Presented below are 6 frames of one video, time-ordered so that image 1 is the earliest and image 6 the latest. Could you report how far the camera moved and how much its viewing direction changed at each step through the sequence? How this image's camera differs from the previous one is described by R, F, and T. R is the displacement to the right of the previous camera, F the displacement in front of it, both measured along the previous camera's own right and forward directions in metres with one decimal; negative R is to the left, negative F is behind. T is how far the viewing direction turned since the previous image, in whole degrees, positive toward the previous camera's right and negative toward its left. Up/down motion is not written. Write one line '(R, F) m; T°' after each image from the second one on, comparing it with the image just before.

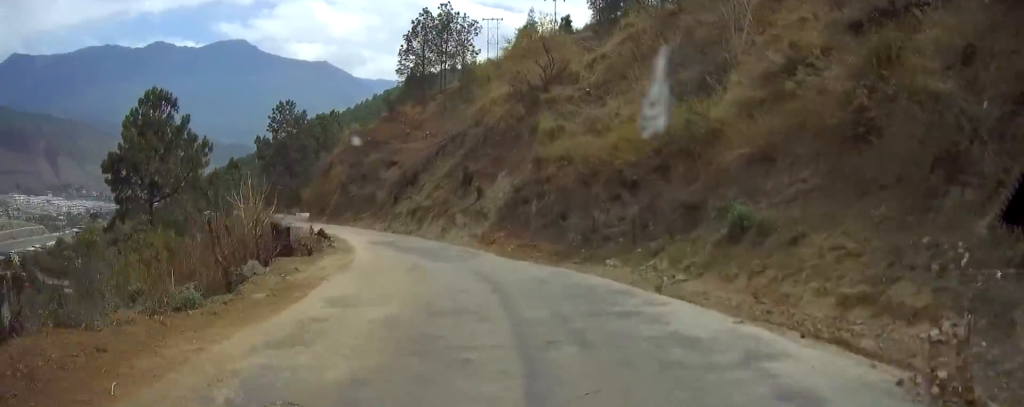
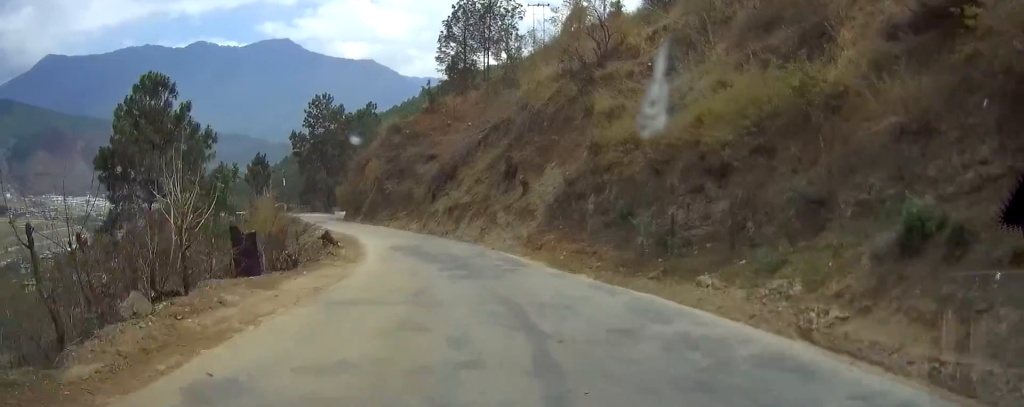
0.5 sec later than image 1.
(0.0, +6.9) m; 0°
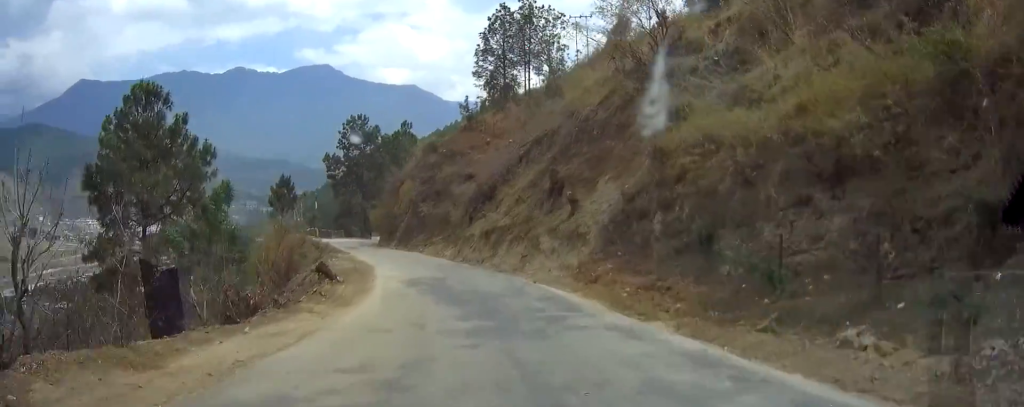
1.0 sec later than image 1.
(0.0, +6.0) m; 0°
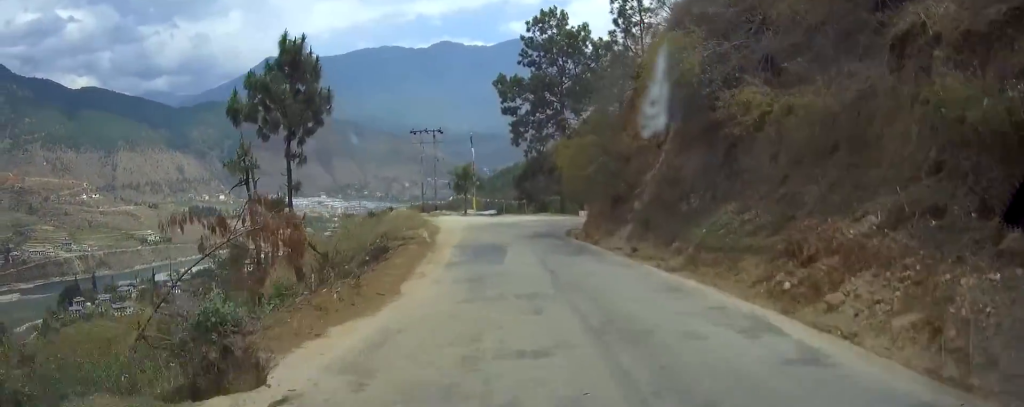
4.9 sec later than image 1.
(-3.6, +53.1) m; -15°
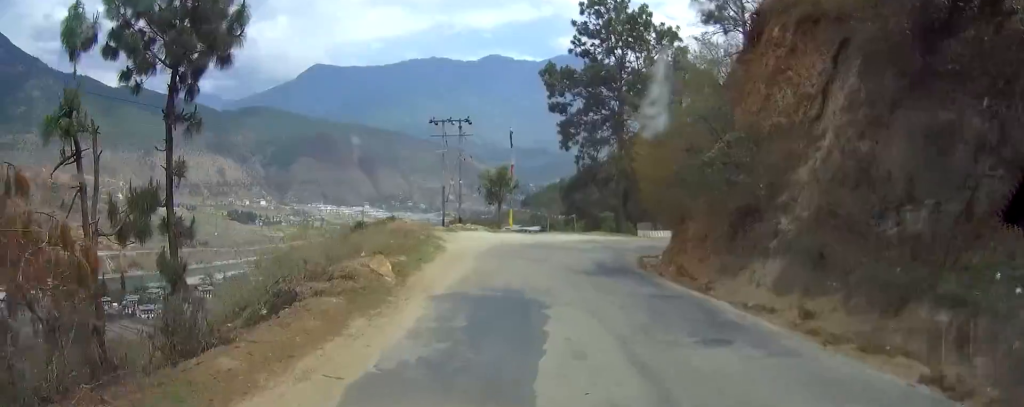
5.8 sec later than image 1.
(-0.4, +12.6) m; -2°
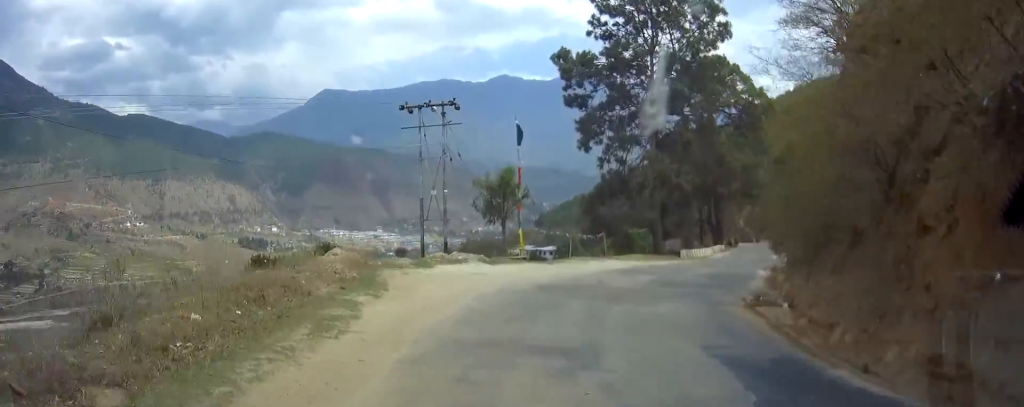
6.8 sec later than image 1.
(0.0, +13.3) m; 0°
